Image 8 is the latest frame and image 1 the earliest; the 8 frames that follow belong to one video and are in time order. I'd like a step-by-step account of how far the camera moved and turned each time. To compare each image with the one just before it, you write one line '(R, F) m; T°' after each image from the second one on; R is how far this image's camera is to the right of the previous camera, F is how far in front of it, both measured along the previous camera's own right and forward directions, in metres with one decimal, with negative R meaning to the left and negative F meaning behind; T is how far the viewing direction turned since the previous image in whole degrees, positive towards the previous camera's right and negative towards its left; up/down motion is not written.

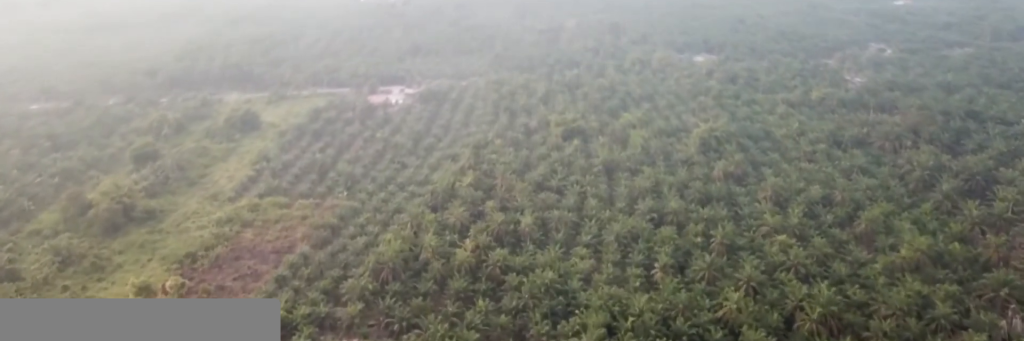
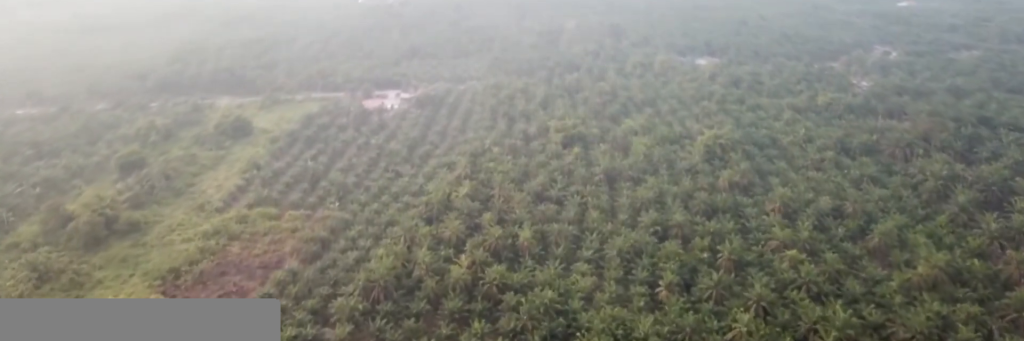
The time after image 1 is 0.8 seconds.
(0.0, +11.7) m; 0°
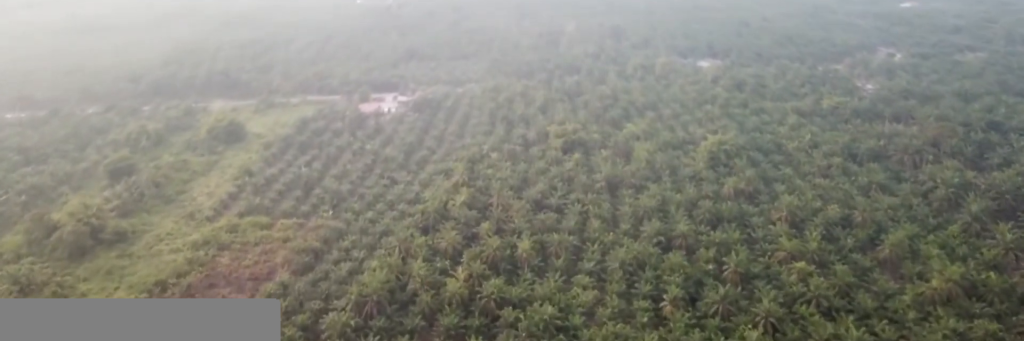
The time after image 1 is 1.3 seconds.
(0.0, +8.1) m; 0°
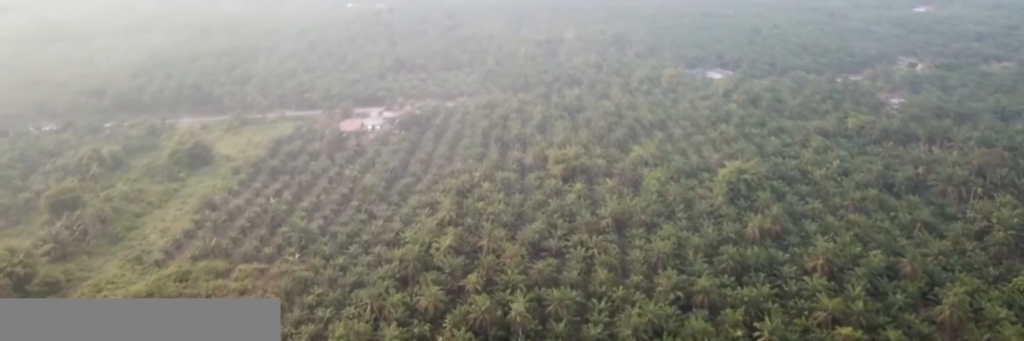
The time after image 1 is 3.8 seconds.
(0.0, +38.4) m; 0°
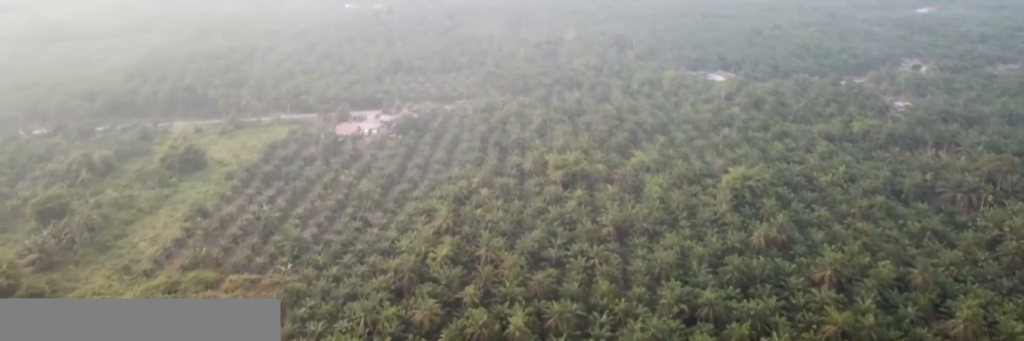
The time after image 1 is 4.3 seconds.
(0.0, +7.0) m; 0°
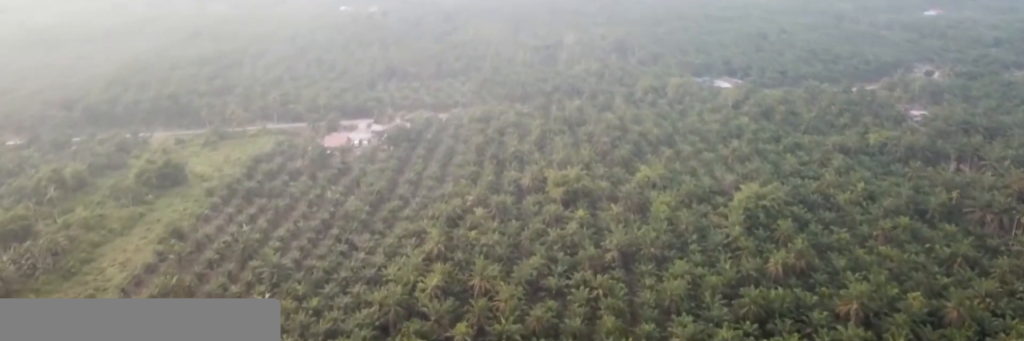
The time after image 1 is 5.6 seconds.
(0.0, +19.9) m; 0°
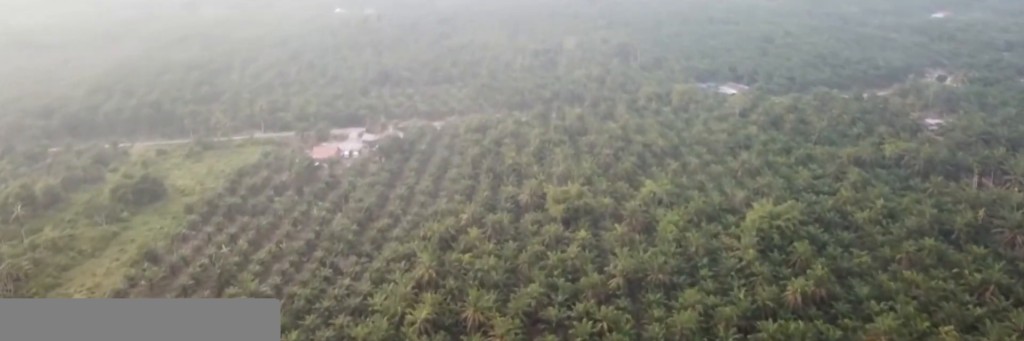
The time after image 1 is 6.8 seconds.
(0.0, +17.9) m; 0°
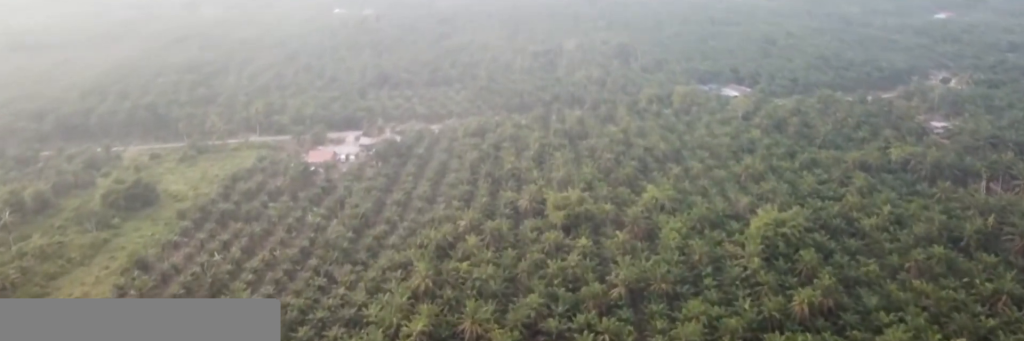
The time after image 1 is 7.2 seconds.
(0.0, +6.0) m; 0°
